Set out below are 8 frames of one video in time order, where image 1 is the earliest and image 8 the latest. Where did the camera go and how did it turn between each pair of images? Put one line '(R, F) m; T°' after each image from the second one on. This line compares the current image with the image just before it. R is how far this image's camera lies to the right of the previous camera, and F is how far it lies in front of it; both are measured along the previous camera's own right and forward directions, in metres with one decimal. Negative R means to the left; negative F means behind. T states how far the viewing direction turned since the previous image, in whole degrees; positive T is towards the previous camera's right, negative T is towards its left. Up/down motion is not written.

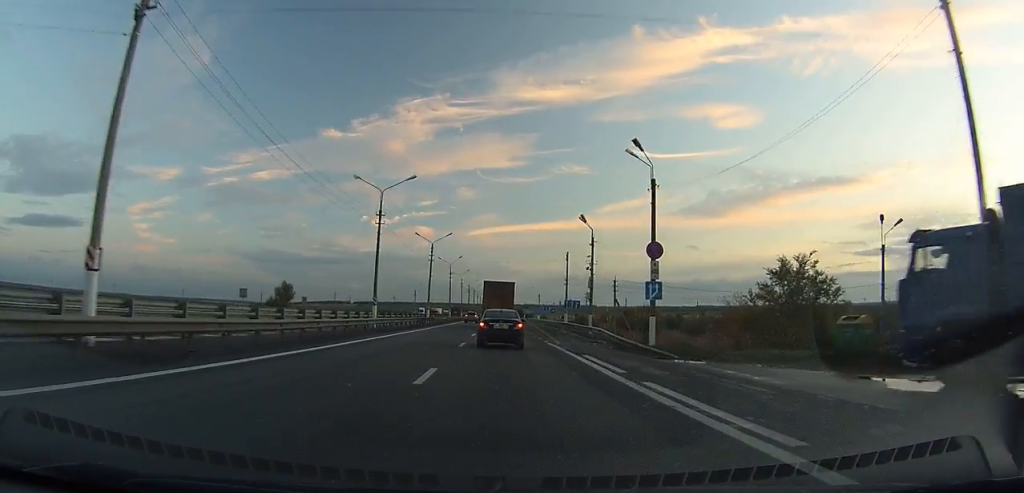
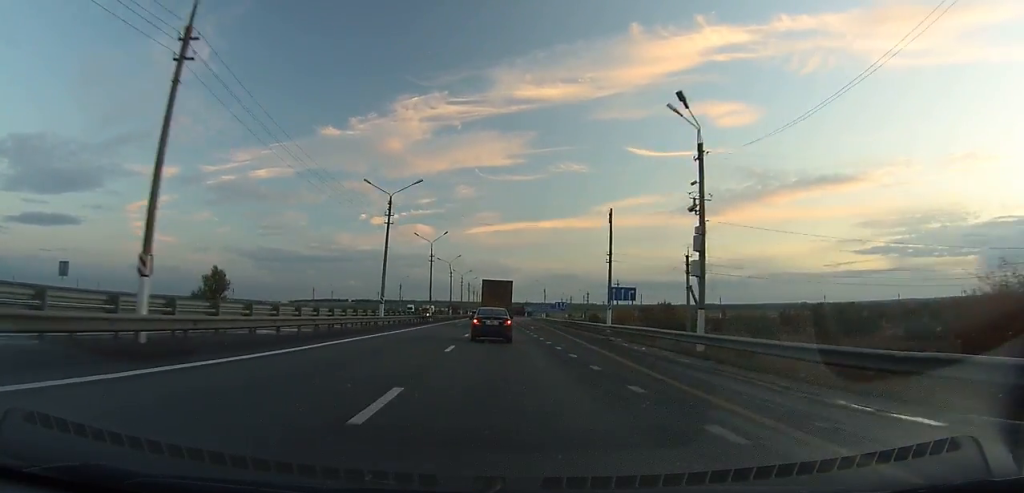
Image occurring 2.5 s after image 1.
(0.0, +23.4) m; +1°
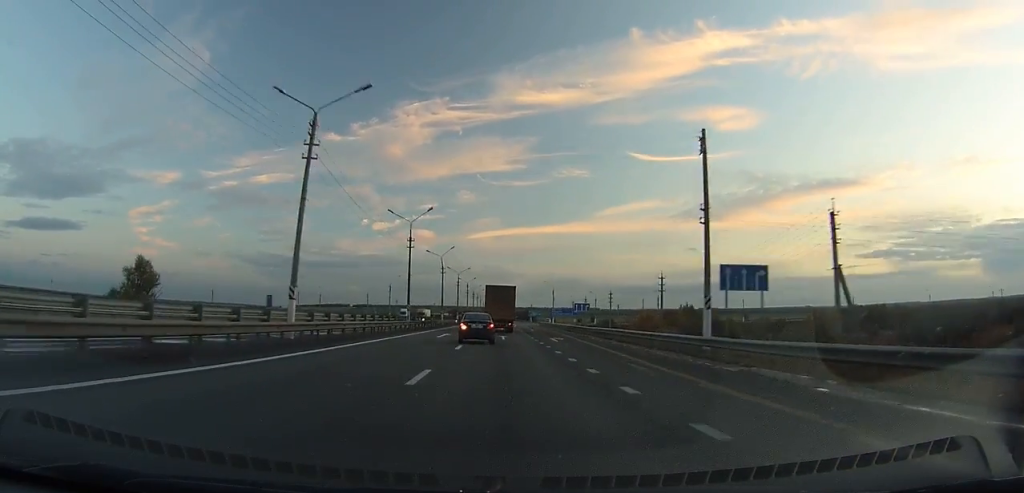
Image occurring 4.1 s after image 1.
(0.0, +17.5) m; 0°
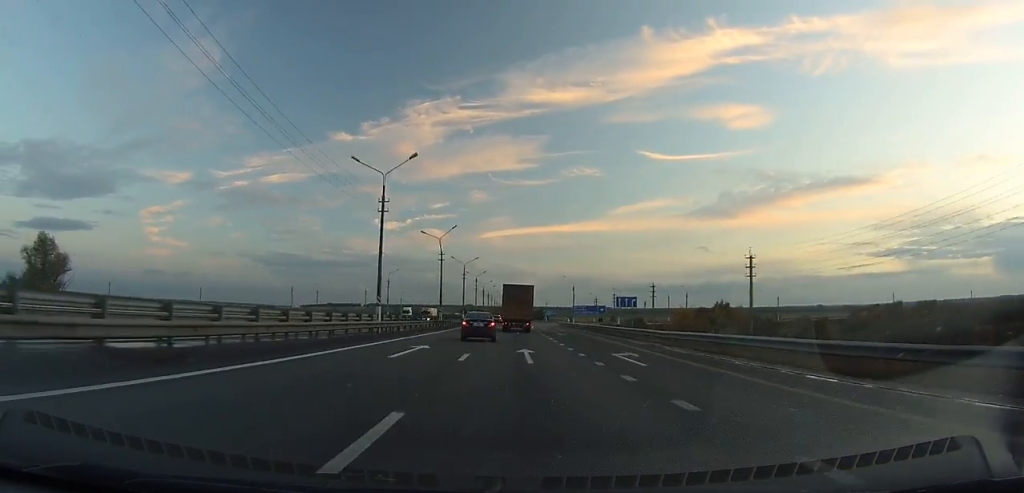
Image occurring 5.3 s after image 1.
(+0.1, +15.7) m; 0°
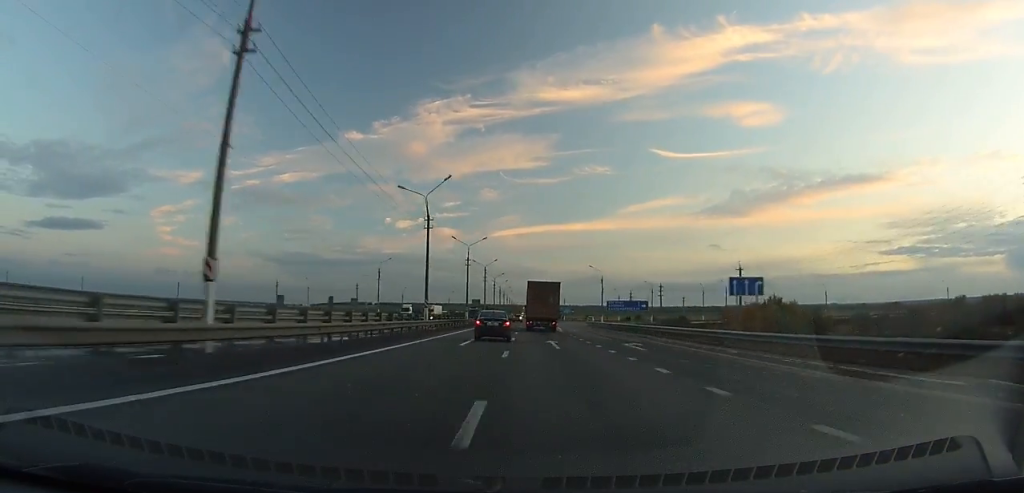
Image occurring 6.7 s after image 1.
(+0.1, +18.7) m; 0°
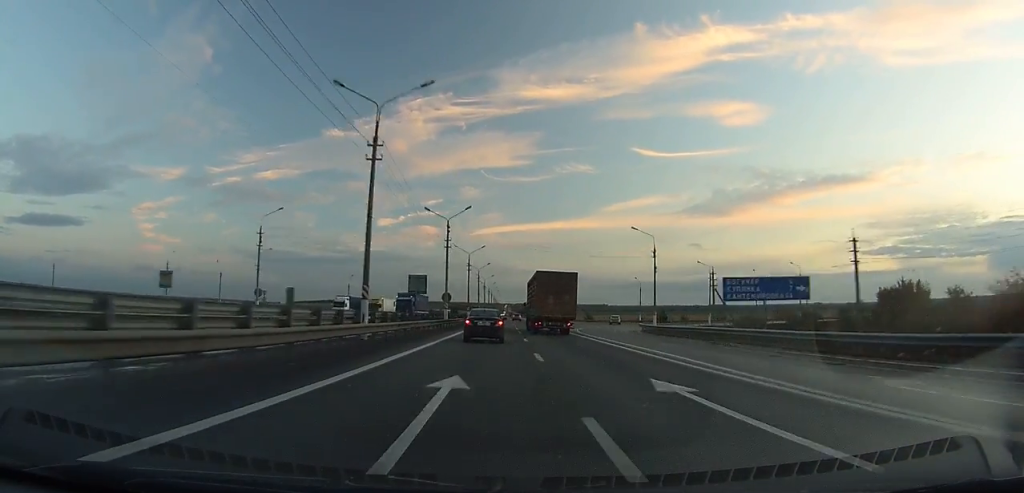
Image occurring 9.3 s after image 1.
(-0.3, +42.4) m; 0°
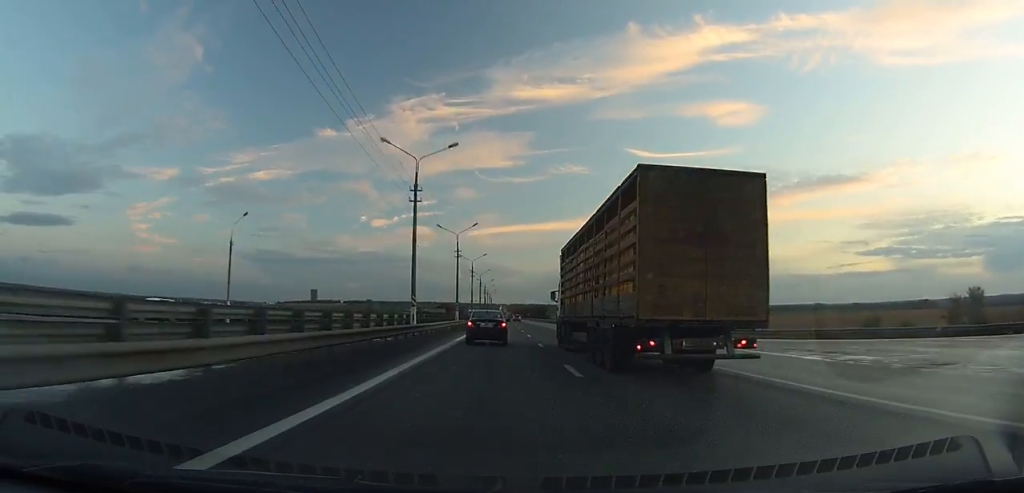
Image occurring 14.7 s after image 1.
(+0.8, +106.6) m; 0°
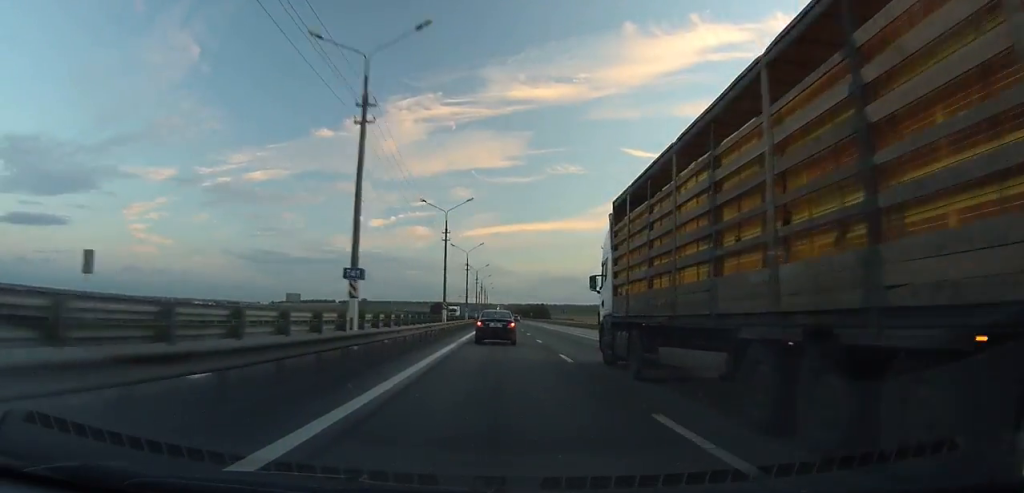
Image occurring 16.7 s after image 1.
(-0.1, +44.3) m; 0°
